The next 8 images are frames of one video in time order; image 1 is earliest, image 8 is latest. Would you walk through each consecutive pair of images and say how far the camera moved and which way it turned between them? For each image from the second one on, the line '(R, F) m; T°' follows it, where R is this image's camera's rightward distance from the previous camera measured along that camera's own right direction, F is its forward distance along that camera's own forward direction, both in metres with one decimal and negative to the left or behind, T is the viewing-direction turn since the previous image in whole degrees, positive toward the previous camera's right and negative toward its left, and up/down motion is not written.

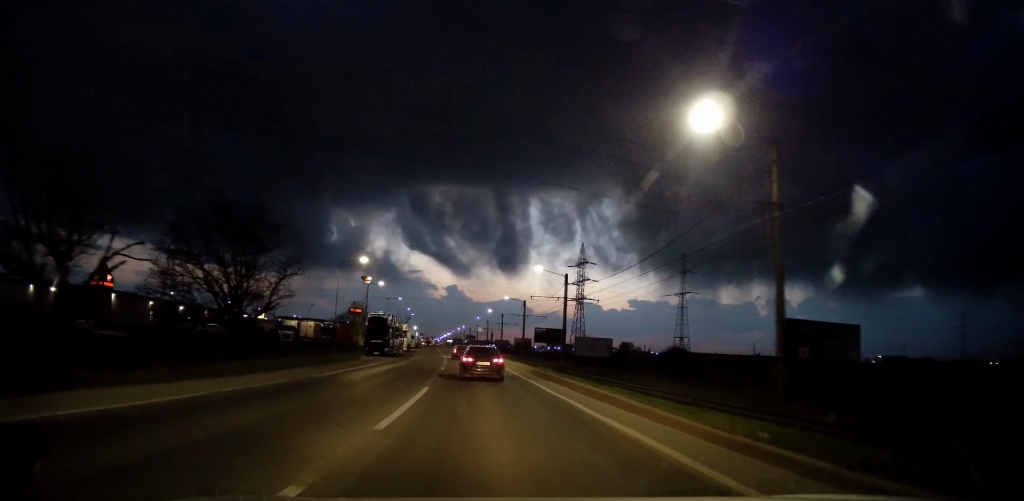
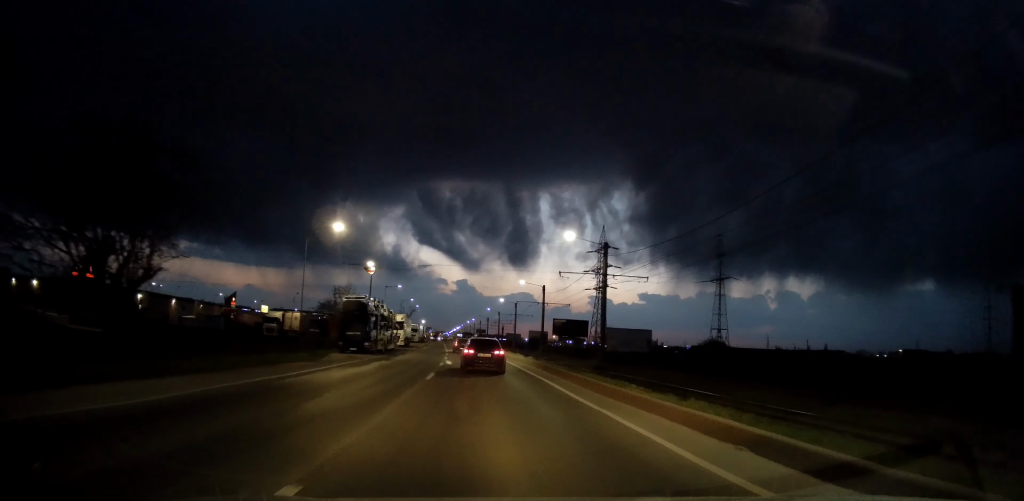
(+0.2, +12.2) m; 0°
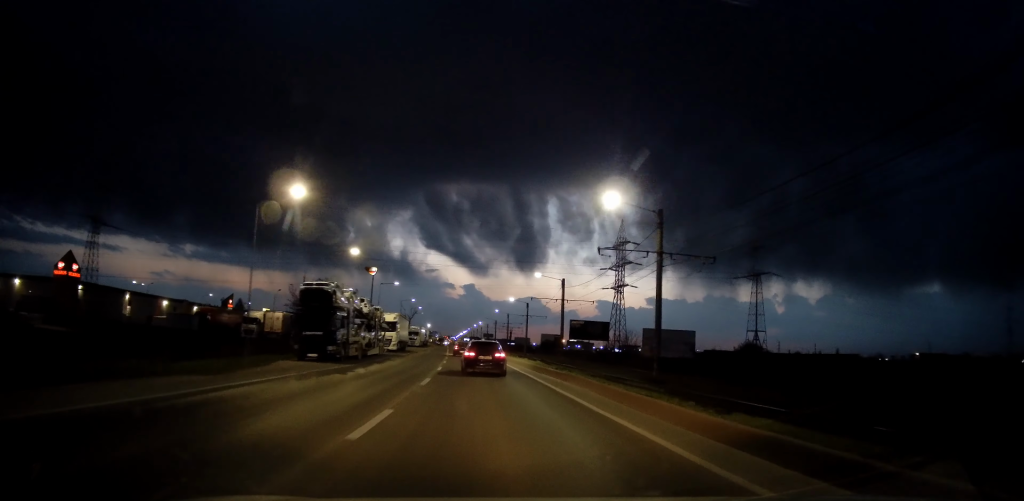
(+0.1, +10.1) m; 0°
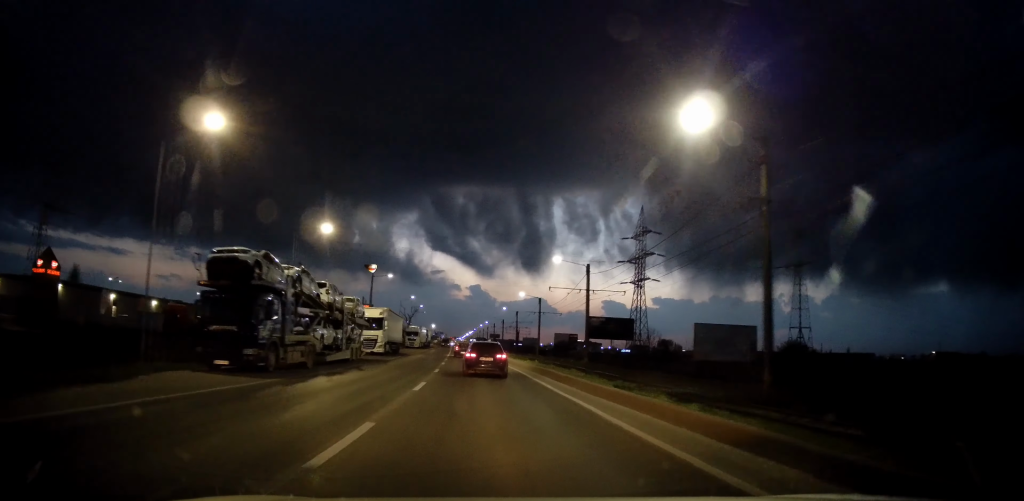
(-0.2, +10.1) m; -1°
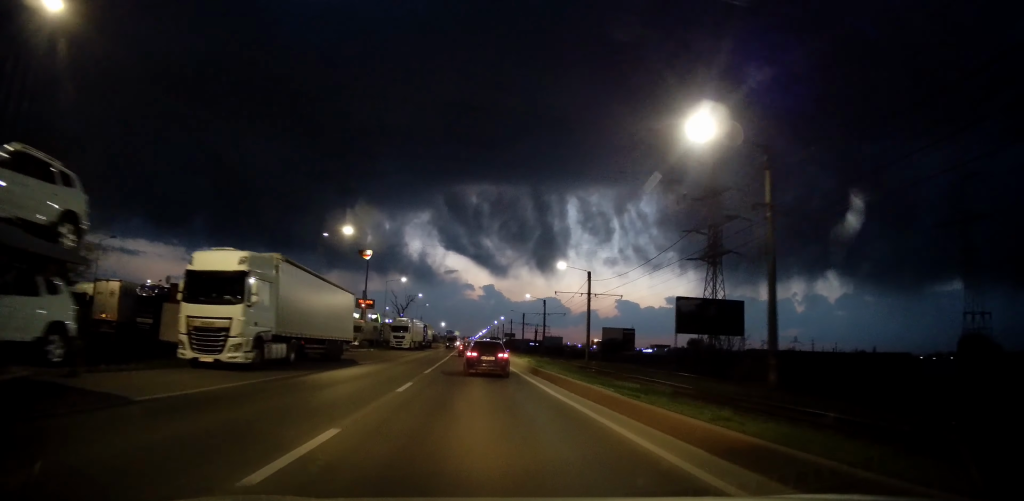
(-0.9, +27.4) m; -3°
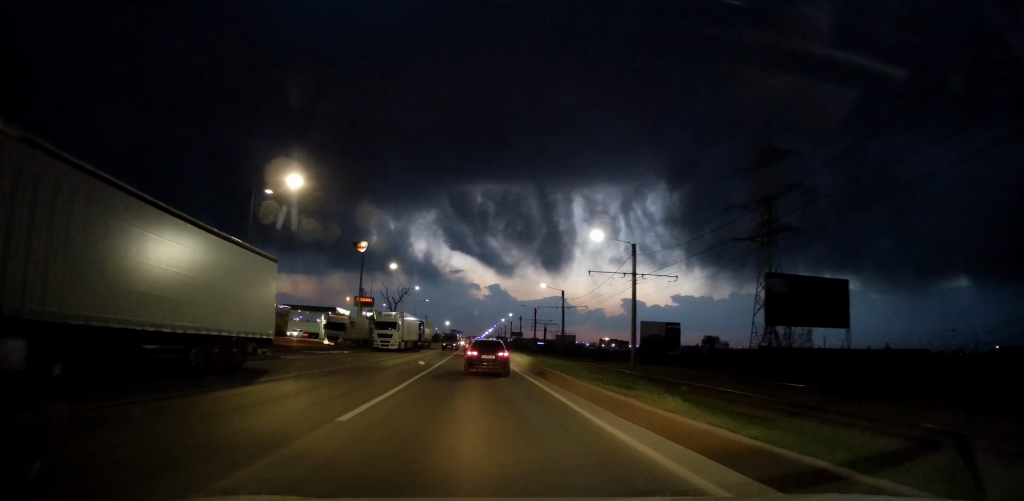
(-0.1, +13.4) m; +1°
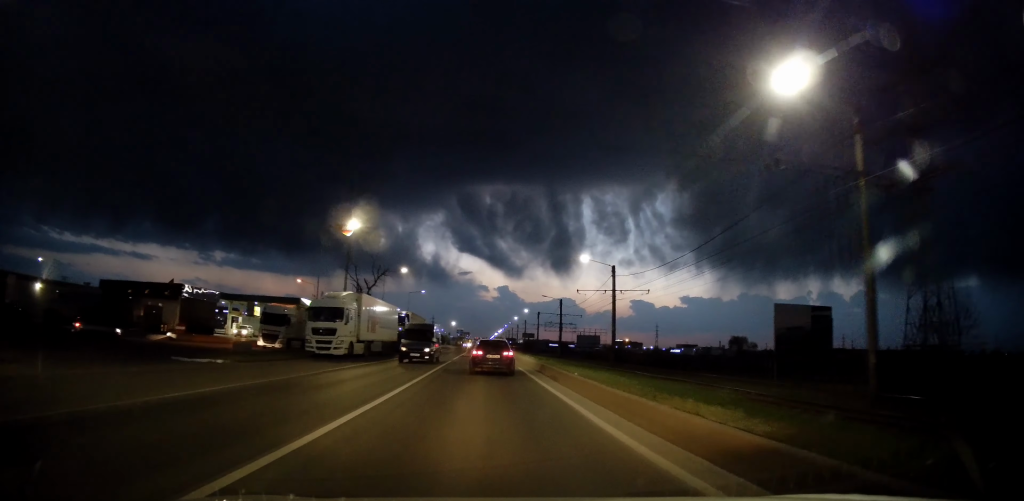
(+0.7, +23.2) m; -1°
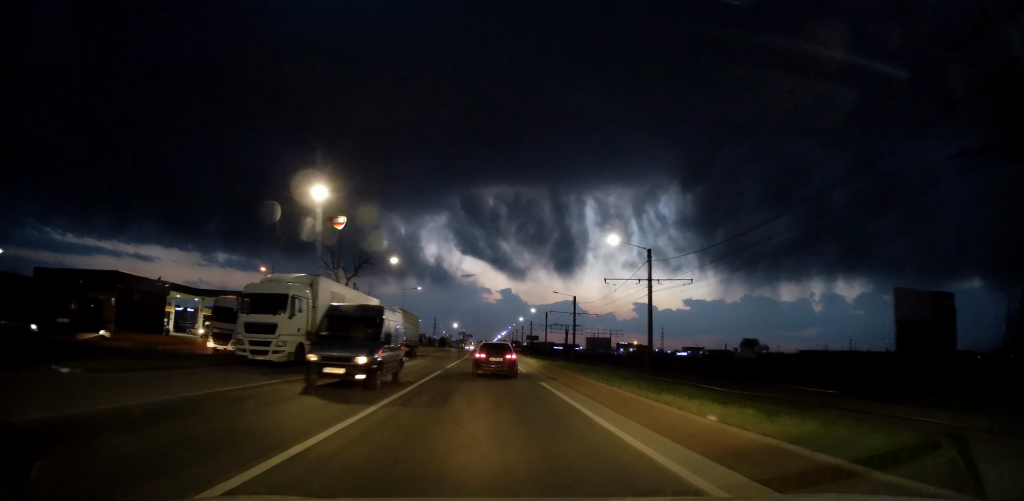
(-0.5, +9.3) m; -1°
